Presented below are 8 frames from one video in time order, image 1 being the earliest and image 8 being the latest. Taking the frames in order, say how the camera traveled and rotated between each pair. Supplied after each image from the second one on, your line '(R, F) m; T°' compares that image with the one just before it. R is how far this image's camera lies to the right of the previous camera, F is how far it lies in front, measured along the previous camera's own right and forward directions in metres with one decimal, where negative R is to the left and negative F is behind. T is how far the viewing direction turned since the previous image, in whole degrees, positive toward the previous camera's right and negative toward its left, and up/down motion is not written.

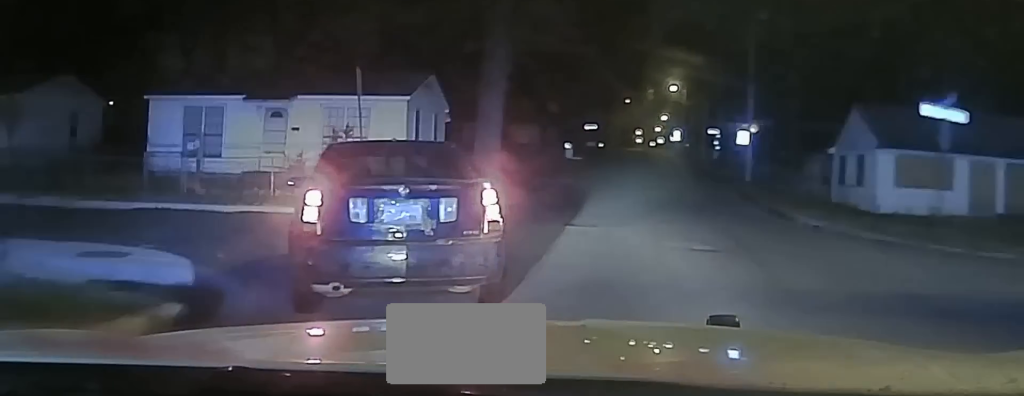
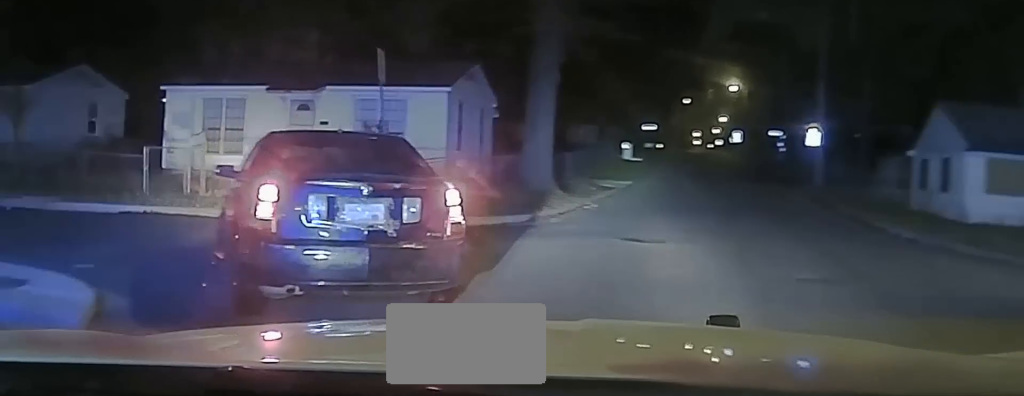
(-0.1, +3.2) m; -9°
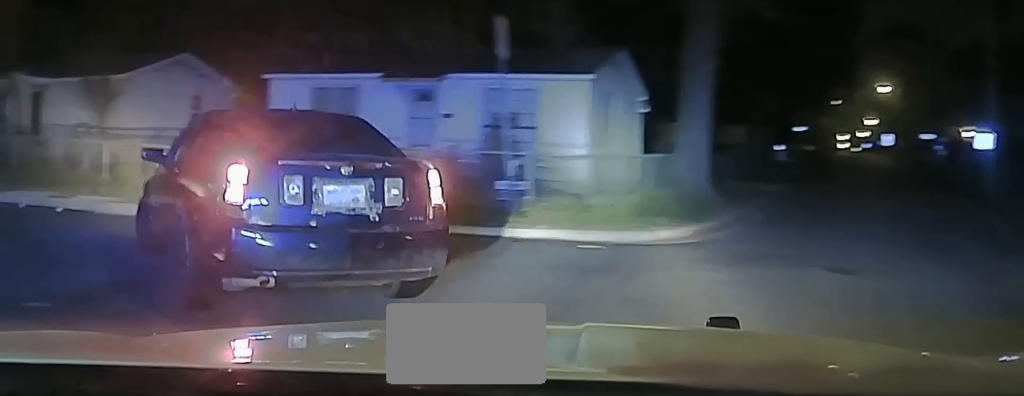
(-0.2, +2.9) m; -15°
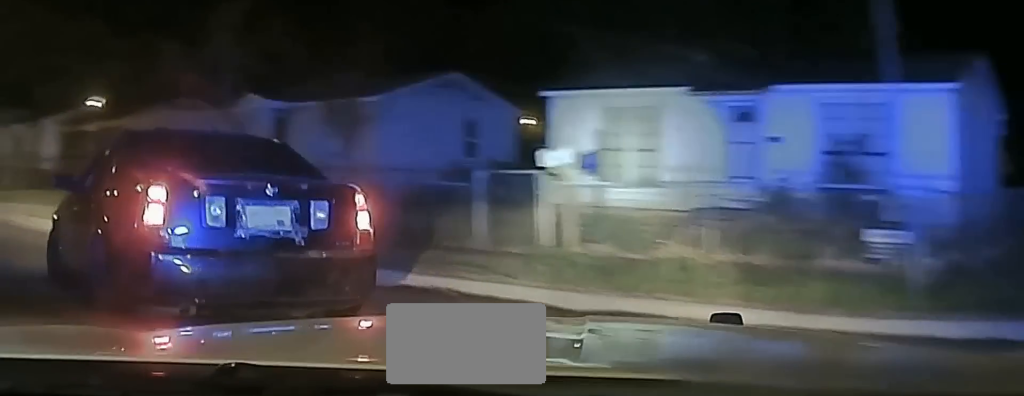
(-1.6, +4.8) m; -35°
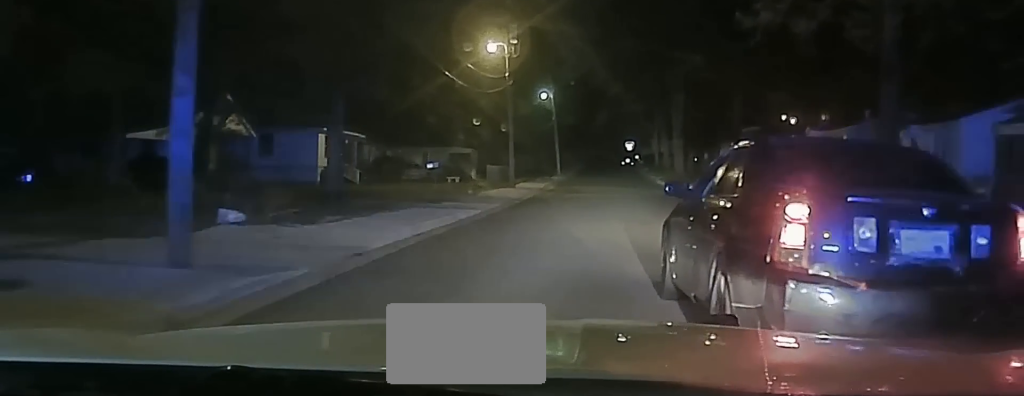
(-7.0, +17.3) m; -24°
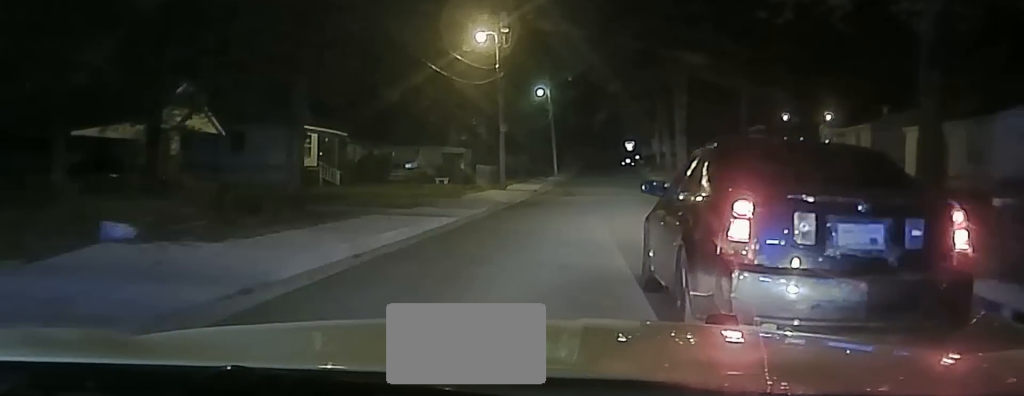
(0.0, +3.3) m; +1°
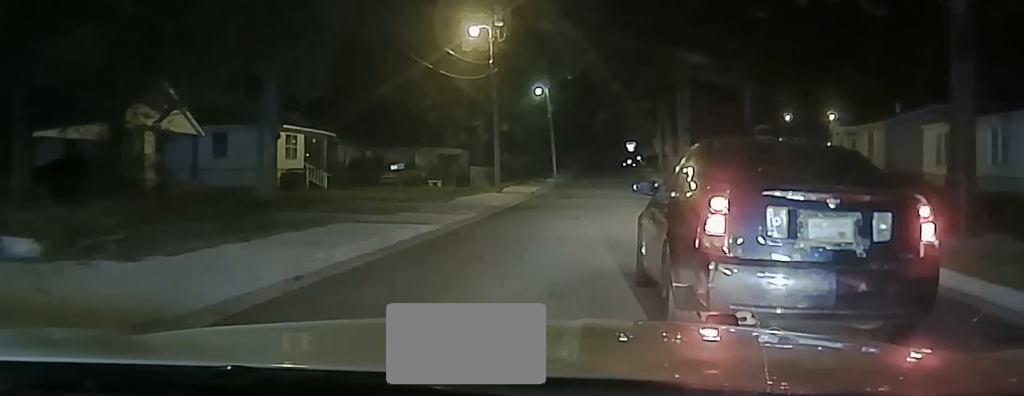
(0.0, +2.1) m; +1°
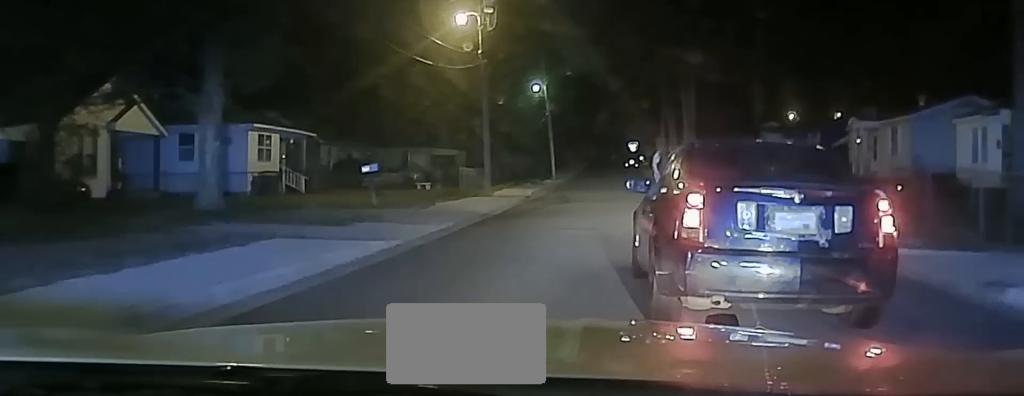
(+0.1, +3.4) m; +3°
